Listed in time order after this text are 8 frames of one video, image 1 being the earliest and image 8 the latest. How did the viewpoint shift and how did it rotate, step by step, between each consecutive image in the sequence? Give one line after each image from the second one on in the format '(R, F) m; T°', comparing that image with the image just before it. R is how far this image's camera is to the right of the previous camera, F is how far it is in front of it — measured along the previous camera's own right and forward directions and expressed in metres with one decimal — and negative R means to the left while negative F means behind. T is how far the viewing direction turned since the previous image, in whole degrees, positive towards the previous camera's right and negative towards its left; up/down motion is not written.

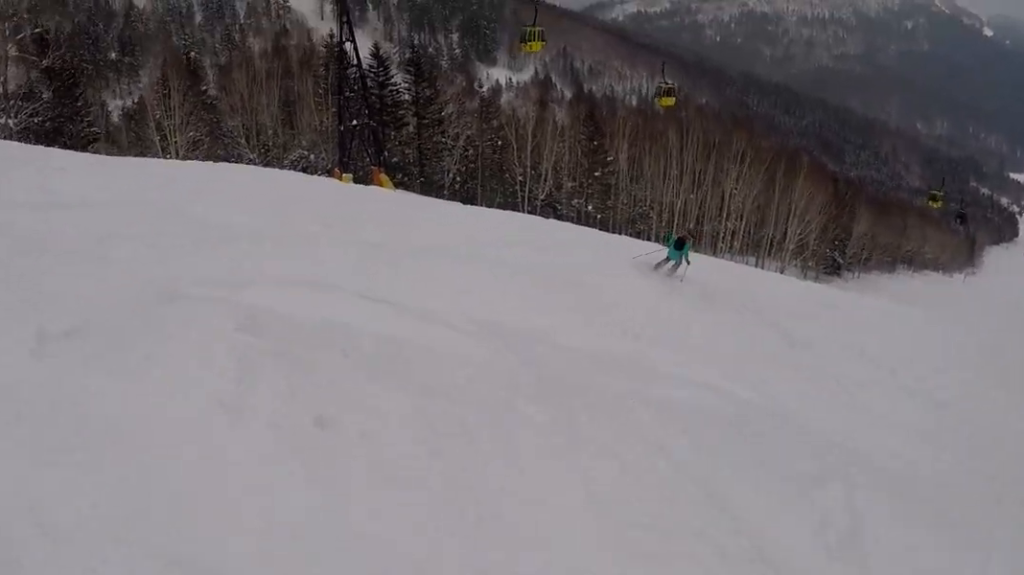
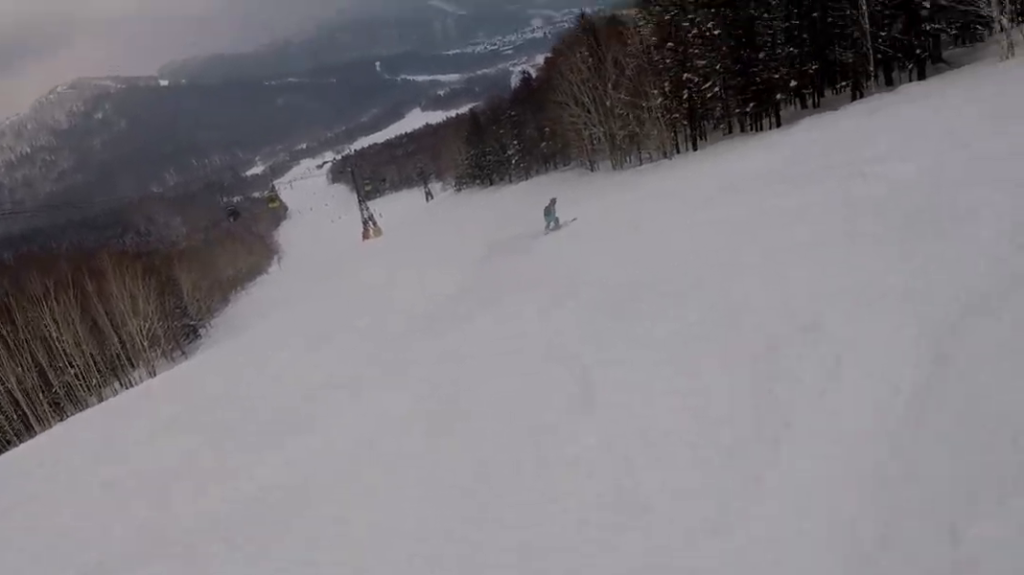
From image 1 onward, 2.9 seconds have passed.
(+7.1, +10.0) m; +78°
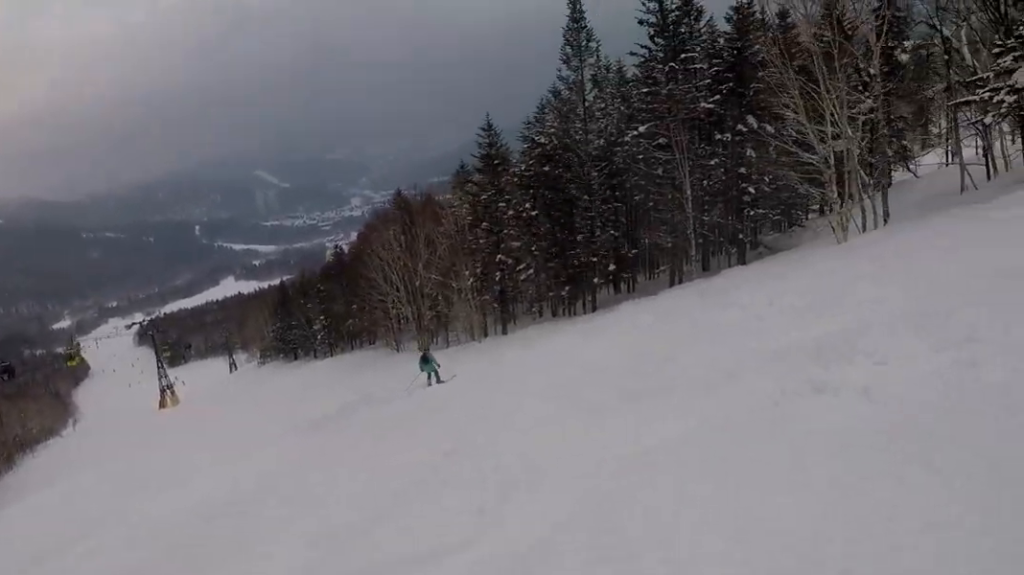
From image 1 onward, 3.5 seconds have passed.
(+0.4, +2.9) m; +18°
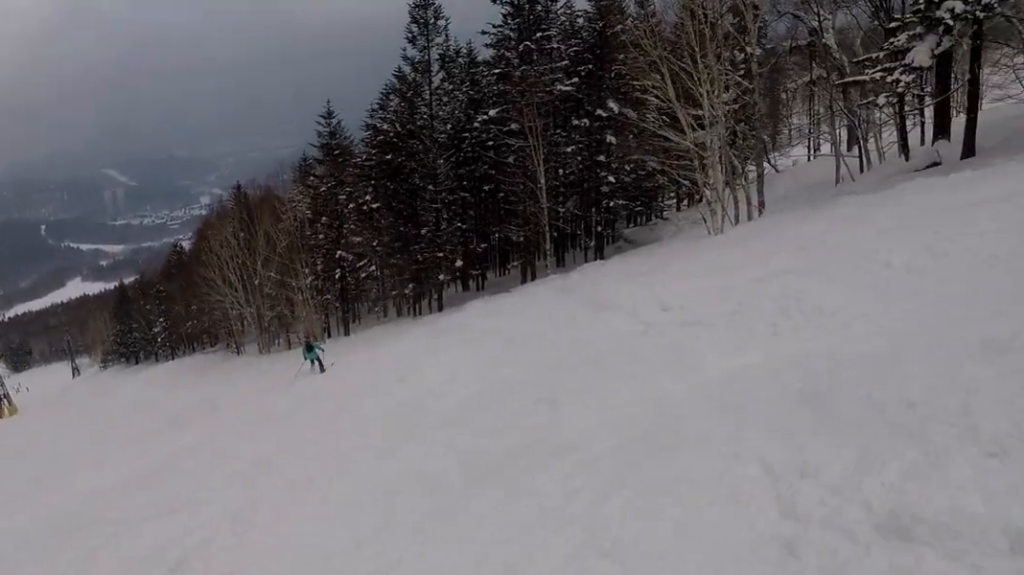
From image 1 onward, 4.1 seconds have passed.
(+0.4, +2.3) m; +12°
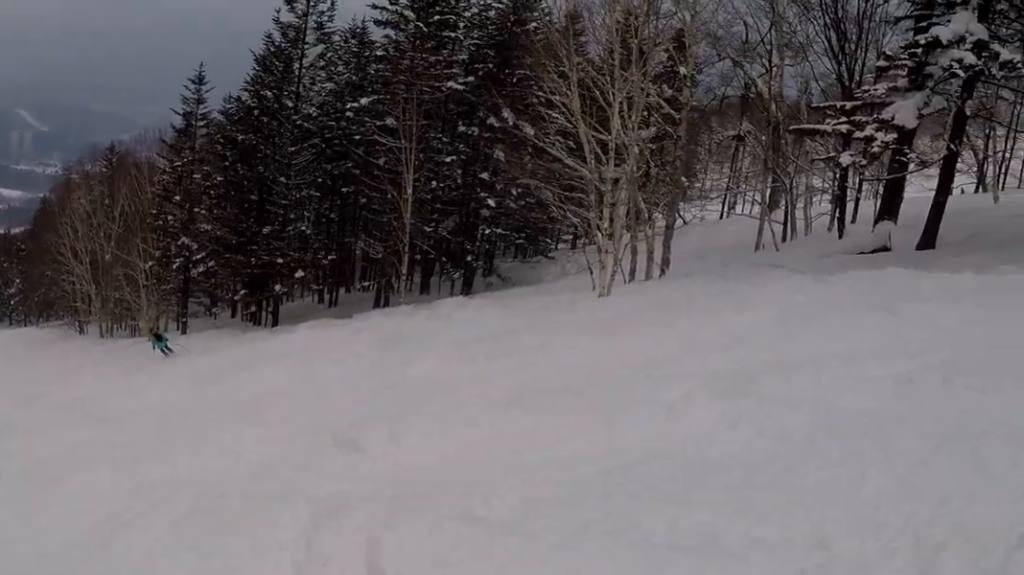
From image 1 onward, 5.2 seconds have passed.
(+1.0, +4.9) m; +11°
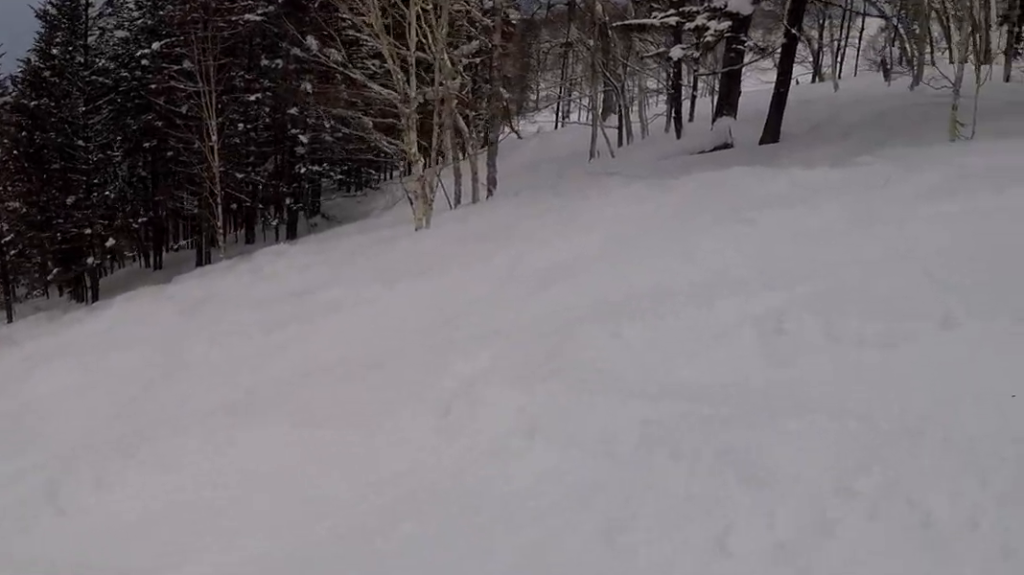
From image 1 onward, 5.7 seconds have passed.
(0.0, +1.7) m; 0°
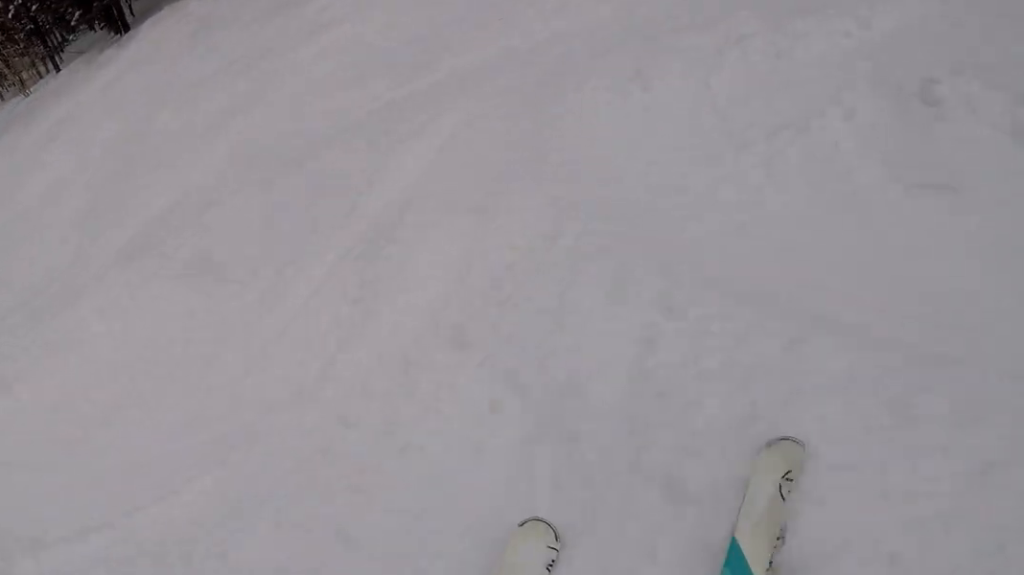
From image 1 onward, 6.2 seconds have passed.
(0.0, +2.0) m; -8°
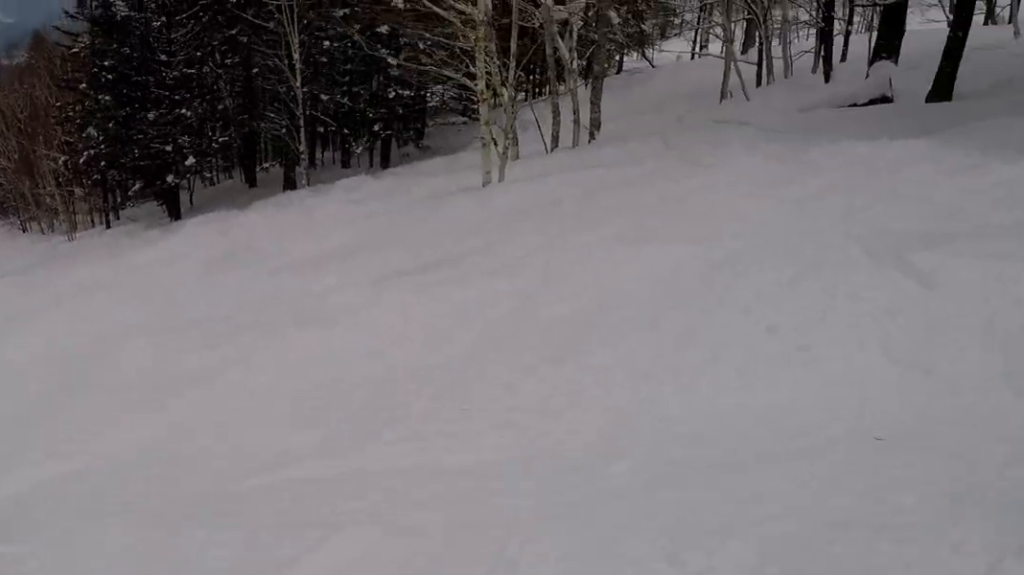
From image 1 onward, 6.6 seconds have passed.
(+0.2, +1.6) m; -8°
